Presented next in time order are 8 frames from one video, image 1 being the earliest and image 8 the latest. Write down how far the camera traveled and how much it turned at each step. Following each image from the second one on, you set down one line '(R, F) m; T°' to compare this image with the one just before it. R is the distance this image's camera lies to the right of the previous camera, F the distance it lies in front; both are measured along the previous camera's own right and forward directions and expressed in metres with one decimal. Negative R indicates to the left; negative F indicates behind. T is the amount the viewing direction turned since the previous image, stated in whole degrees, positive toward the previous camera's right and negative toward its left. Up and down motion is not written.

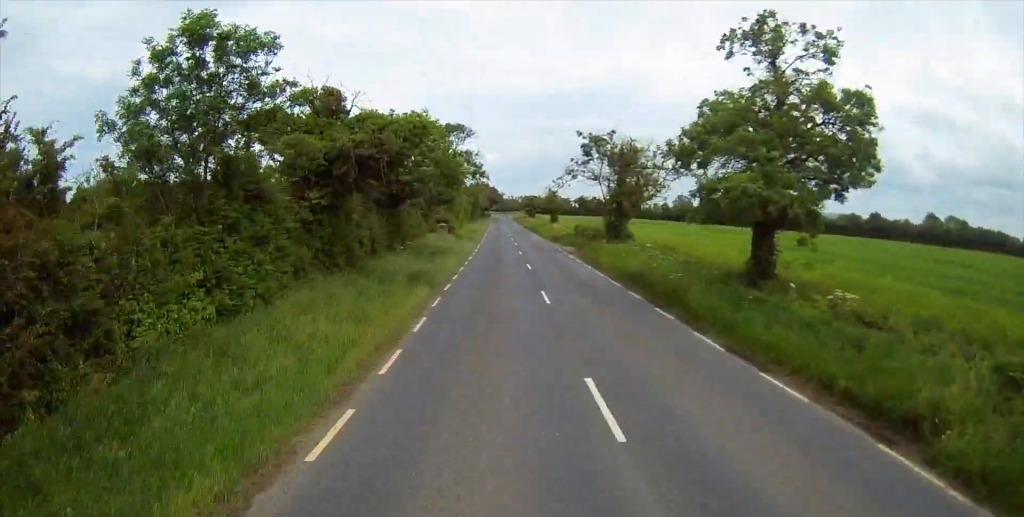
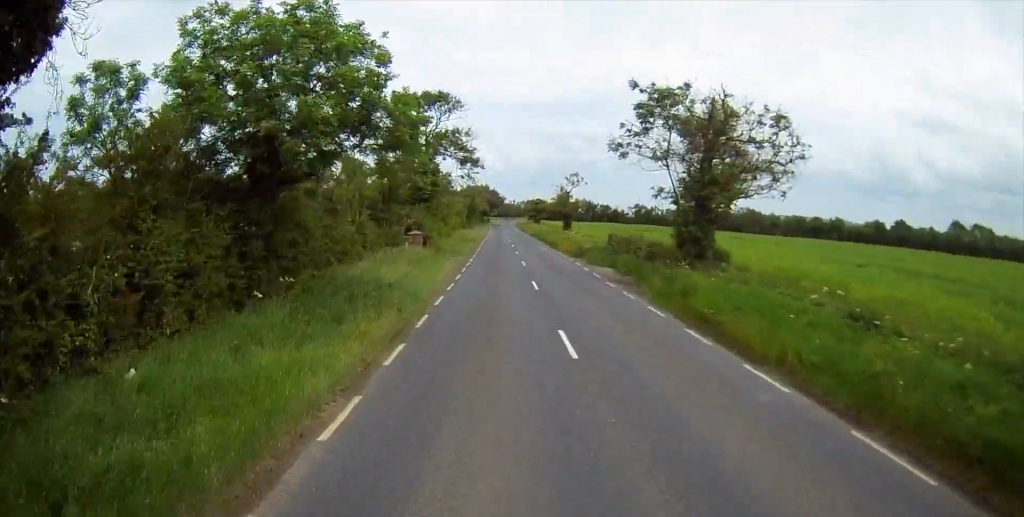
(-0.4, +19.8) m; 0°
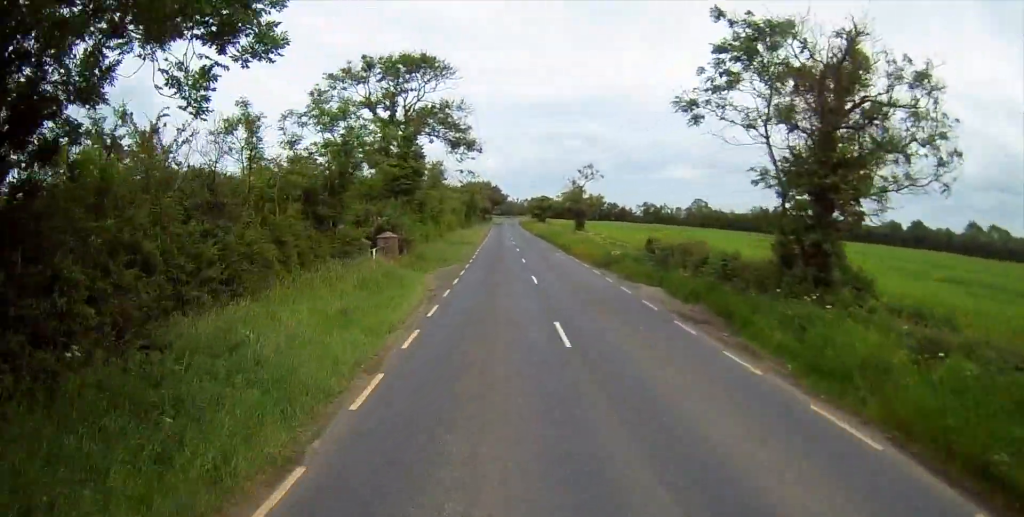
(+0.2, +11.2) m; 0°
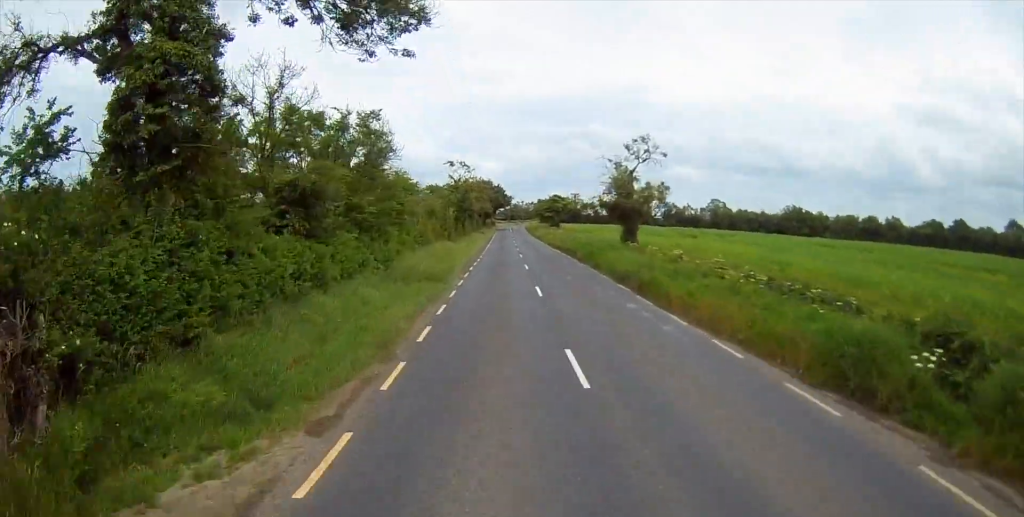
(-0.2, +27.2) m; -1°
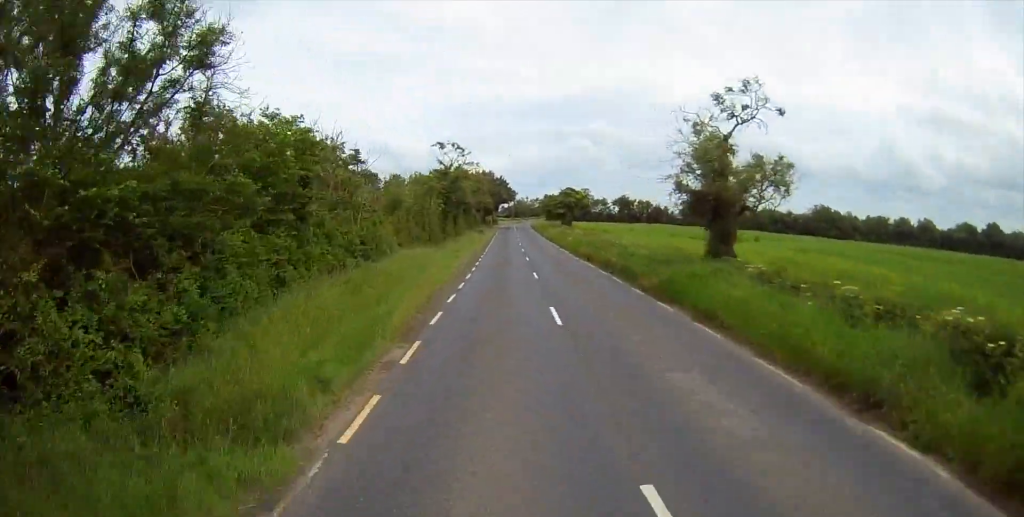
(0.0, +18.9) m; +1°
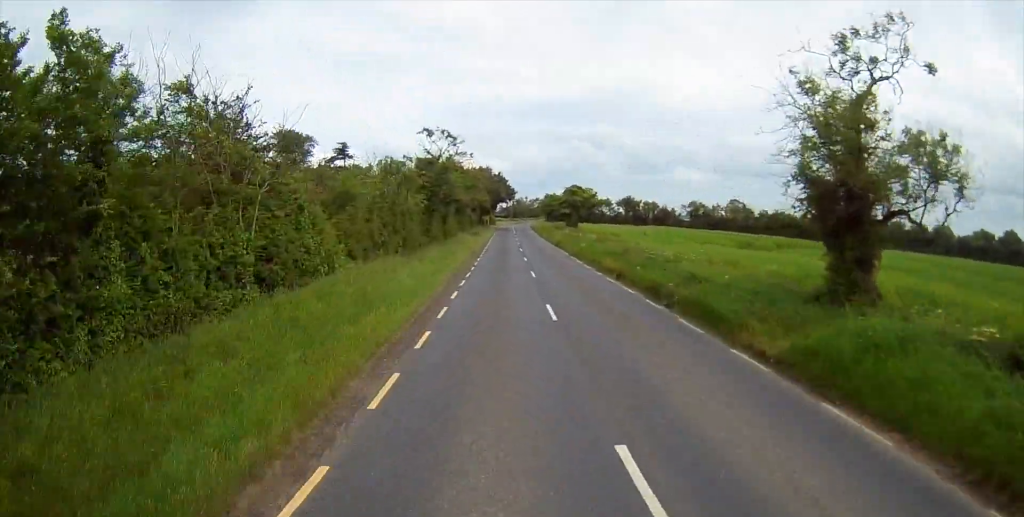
(0.0, +10.9) m; 0°
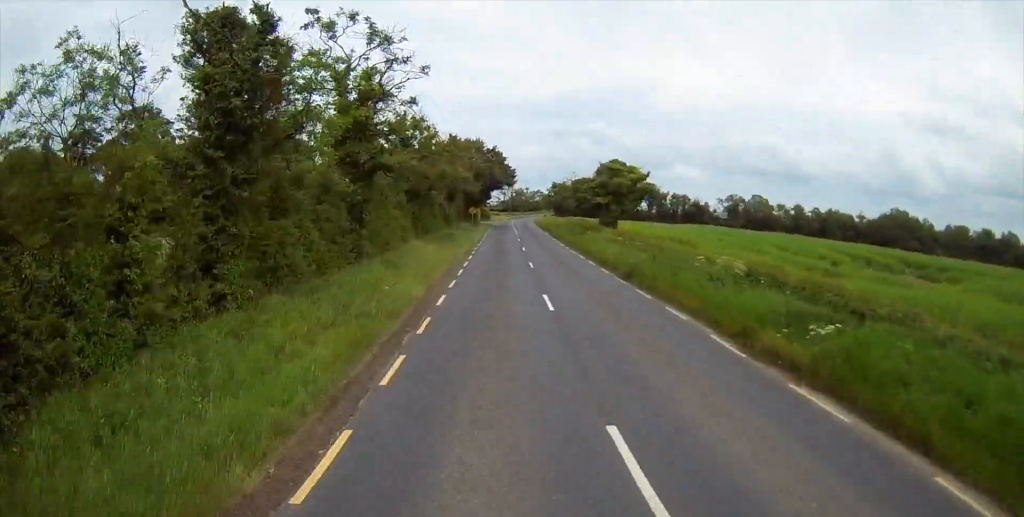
(-0.5, +35.4) m; -1°
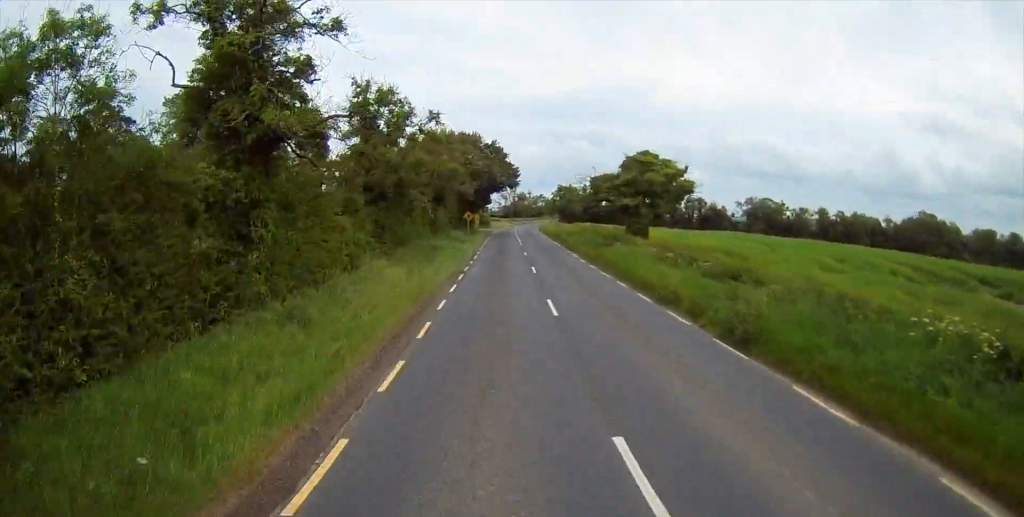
(+0.2, +12.3) m; 0°
